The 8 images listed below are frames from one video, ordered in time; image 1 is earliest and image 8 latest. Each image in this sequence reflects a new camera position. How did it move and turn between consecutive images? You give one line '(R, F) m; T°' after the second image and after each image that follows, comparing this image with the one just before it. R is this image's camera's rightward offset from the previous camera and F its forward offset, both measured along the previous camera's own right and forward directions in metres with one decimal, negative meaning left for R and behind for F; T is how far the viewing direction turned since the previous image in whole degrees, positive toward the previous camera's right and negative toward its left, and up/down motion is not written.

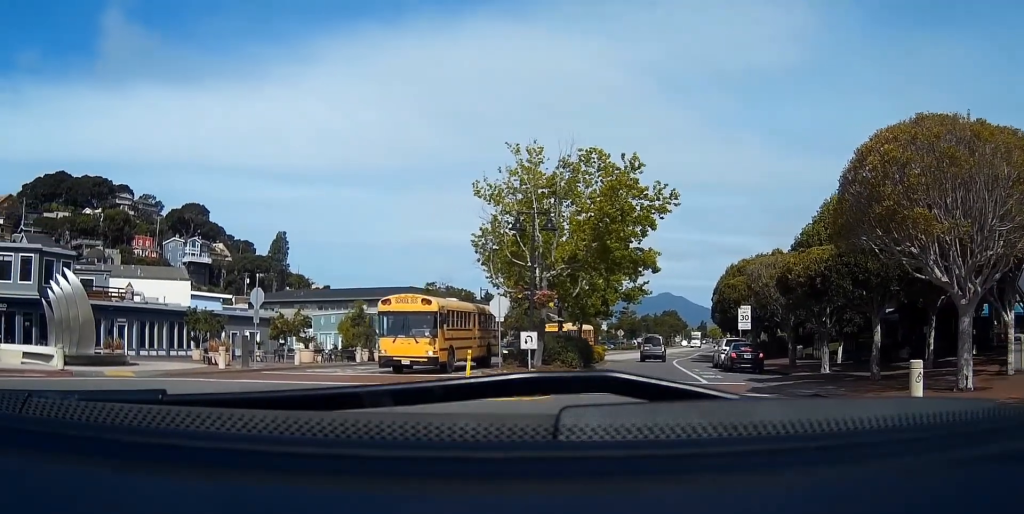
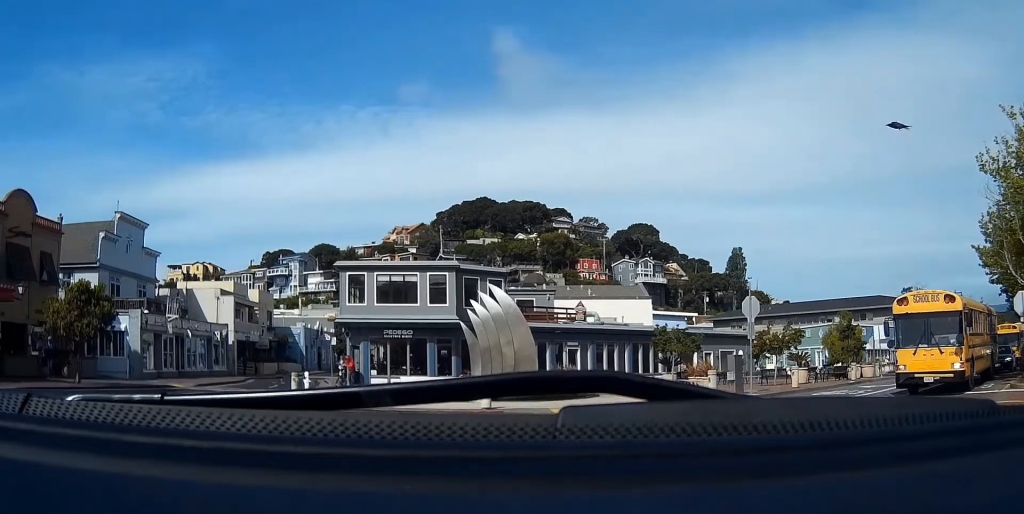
(-1.4, +5.6) m; -26°
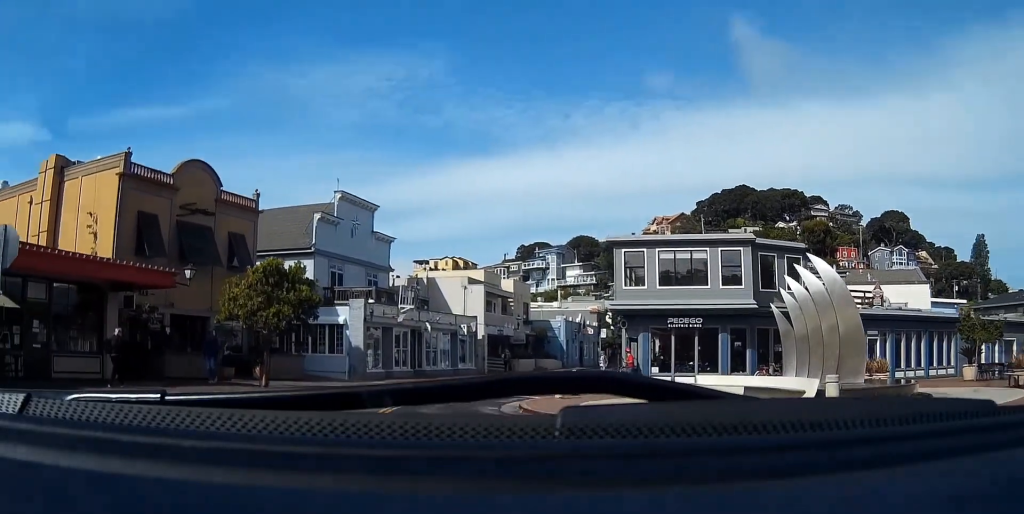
(-0.7, +5.1) m; -13°
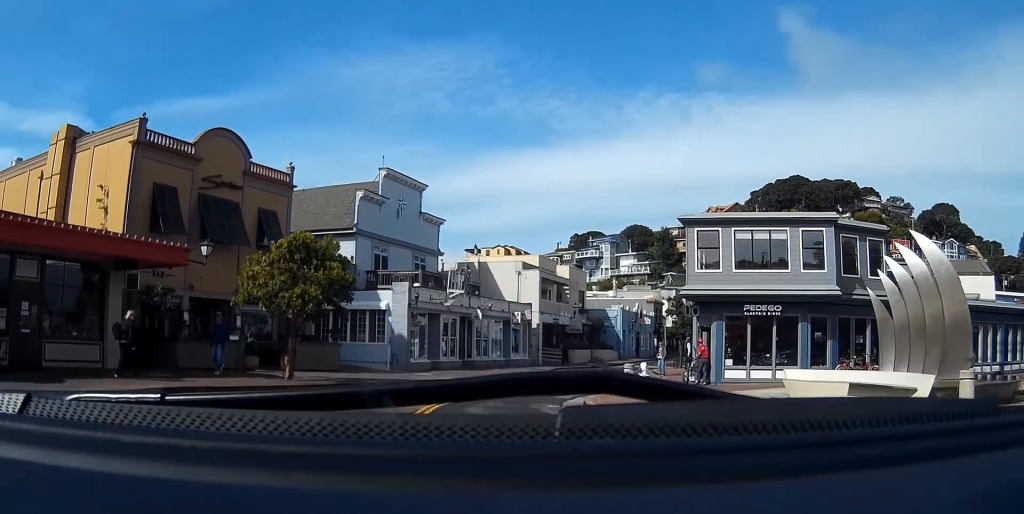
(-0.1, +2.8) m; -4°
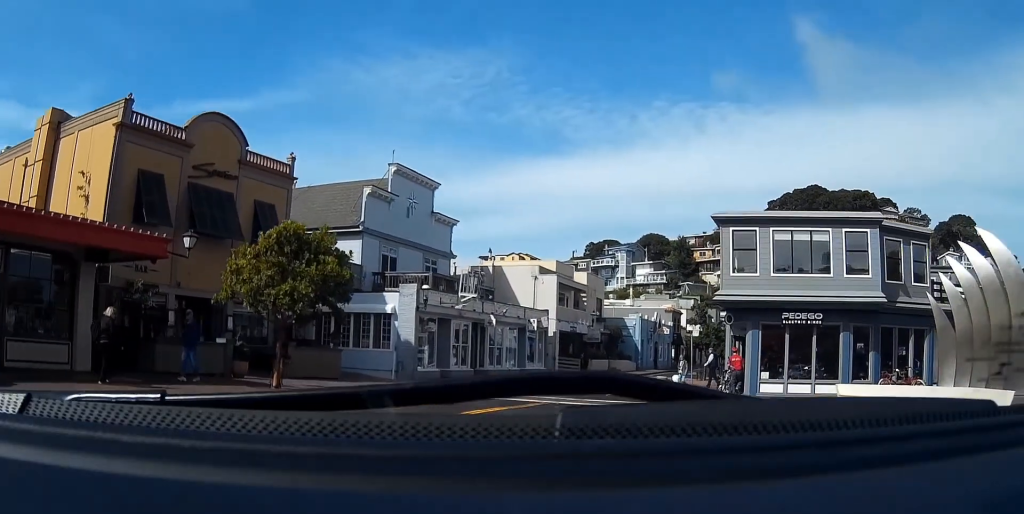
(-0.1, +2.4) m; -1°
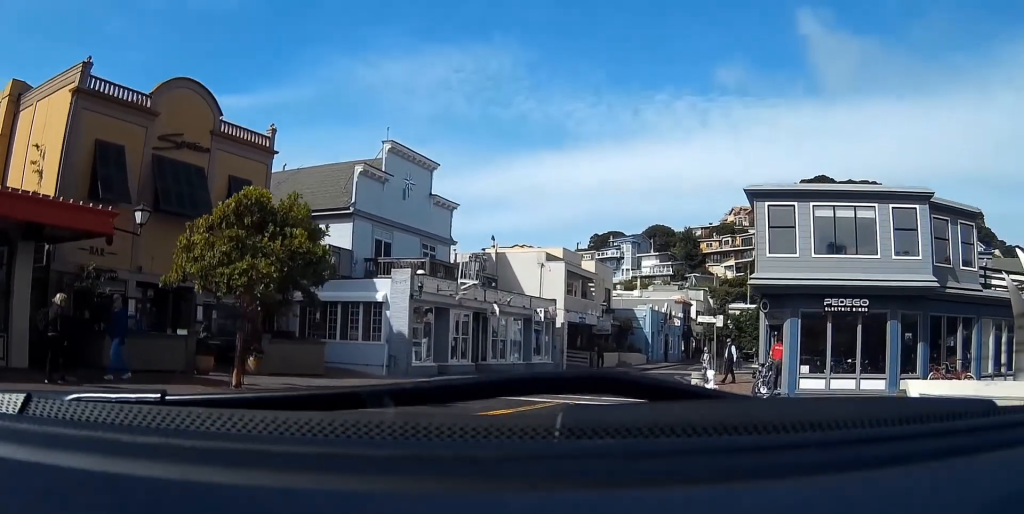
(-0.1, +3.2) m; -1°
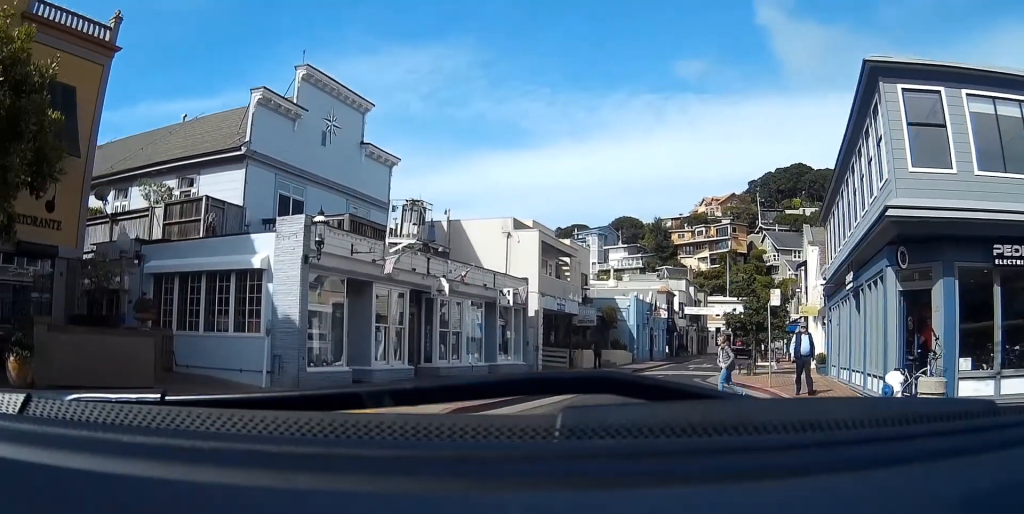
(-0.4, +12.0) m; -3°
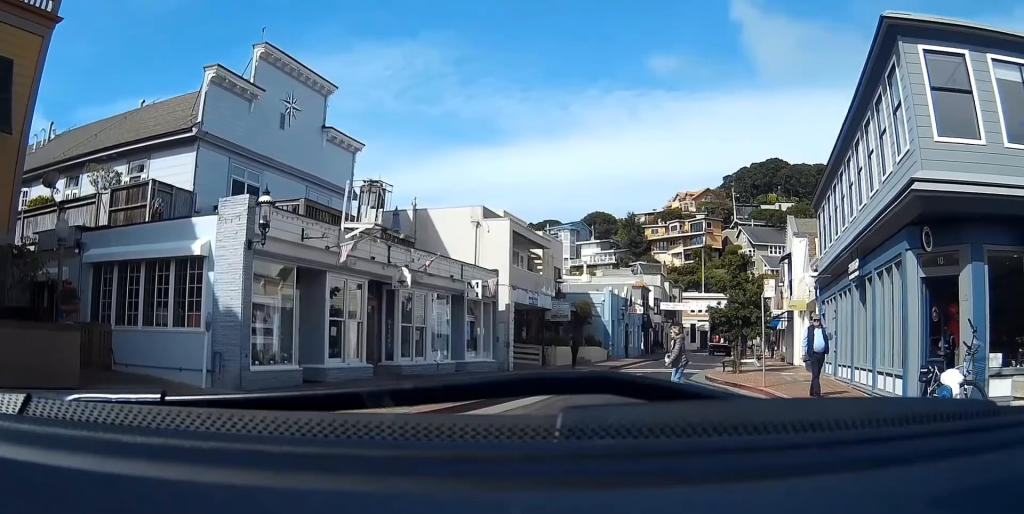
(0.0, +2.2) m; 0°
